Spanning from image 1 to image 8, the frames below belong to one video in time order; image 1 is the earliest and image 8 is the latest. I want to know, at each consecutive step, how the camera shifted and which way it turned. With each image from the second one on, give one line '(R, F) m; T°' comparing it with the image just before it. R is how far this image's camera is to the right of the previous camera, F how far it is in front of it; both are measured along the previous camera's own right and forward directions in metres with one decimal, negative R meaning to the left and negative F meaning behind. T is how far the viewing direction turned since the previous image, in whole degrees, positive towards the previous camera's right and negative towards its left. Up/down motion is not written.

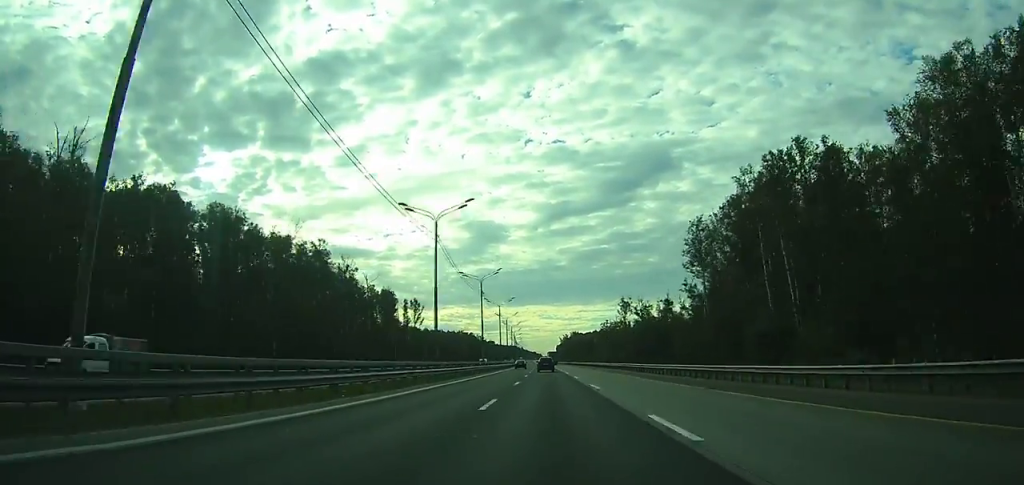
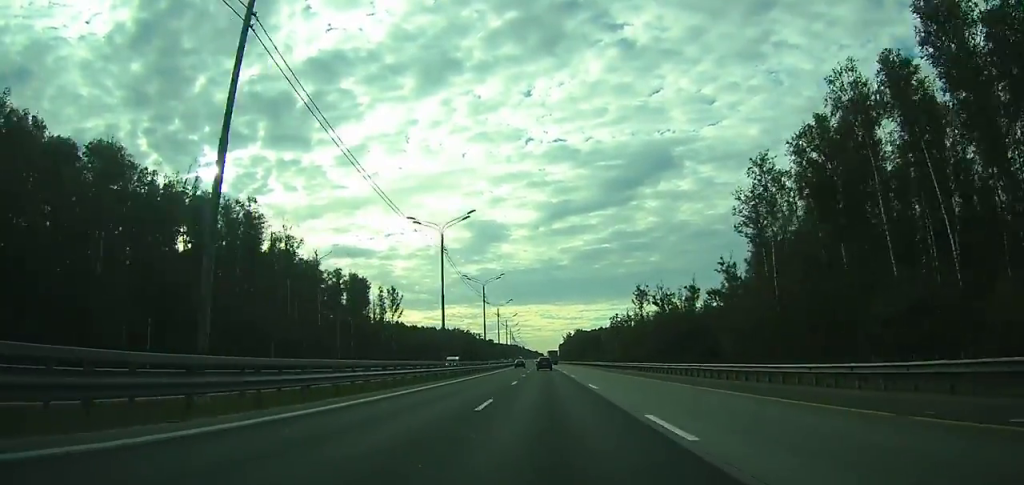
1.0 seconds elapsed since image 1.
(-0.1, +31.0) m; 0°
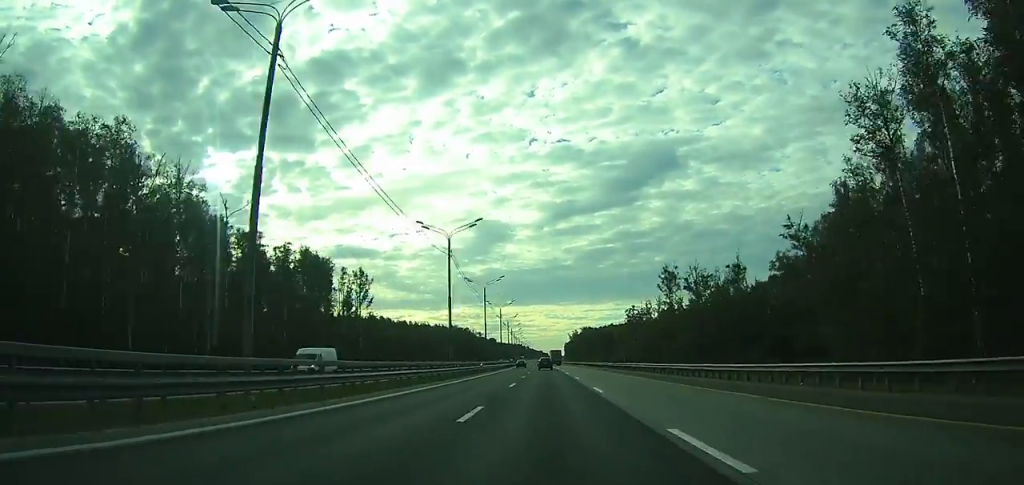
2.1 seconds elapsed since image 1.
(-0.1, +33.1) m; 0°
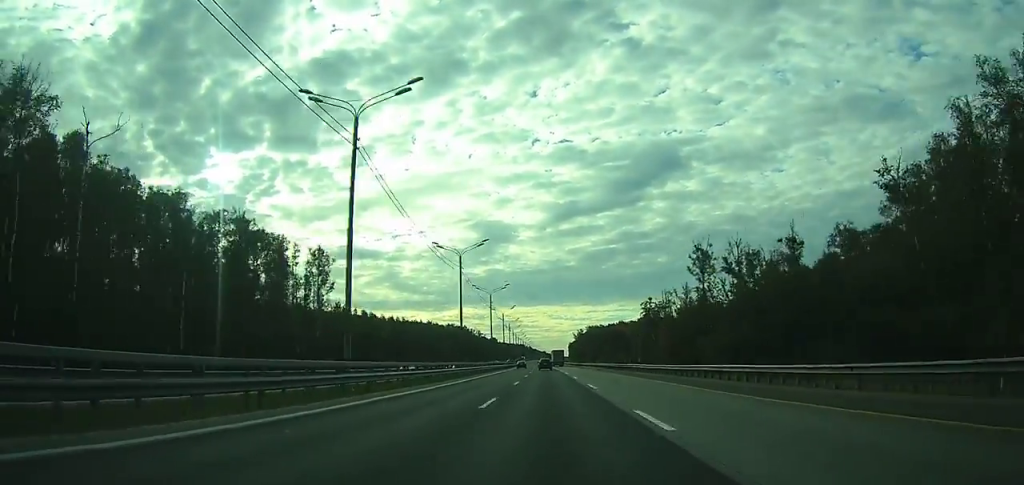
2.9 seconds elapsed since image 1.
(-0.1, +28.3) m; 0°
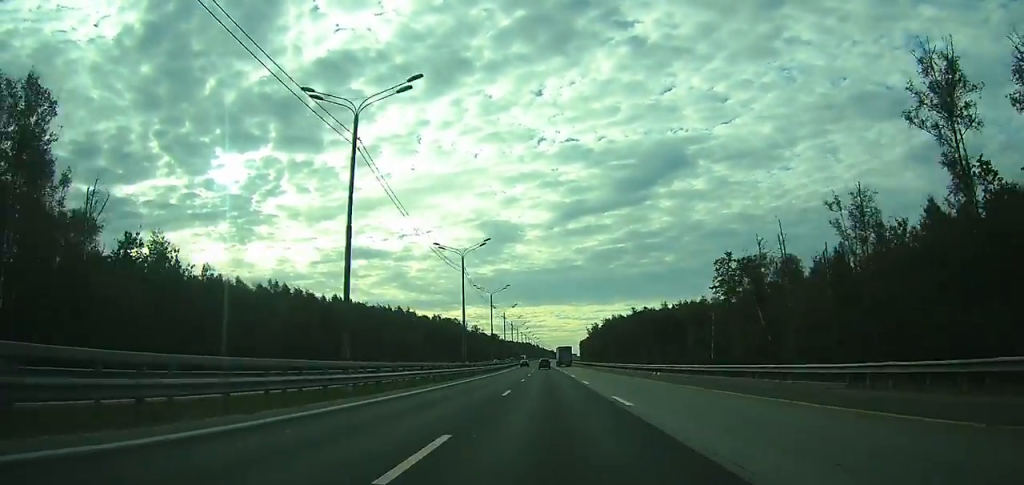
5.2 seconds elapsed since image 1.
(-0.4, +76.8) m; -1°
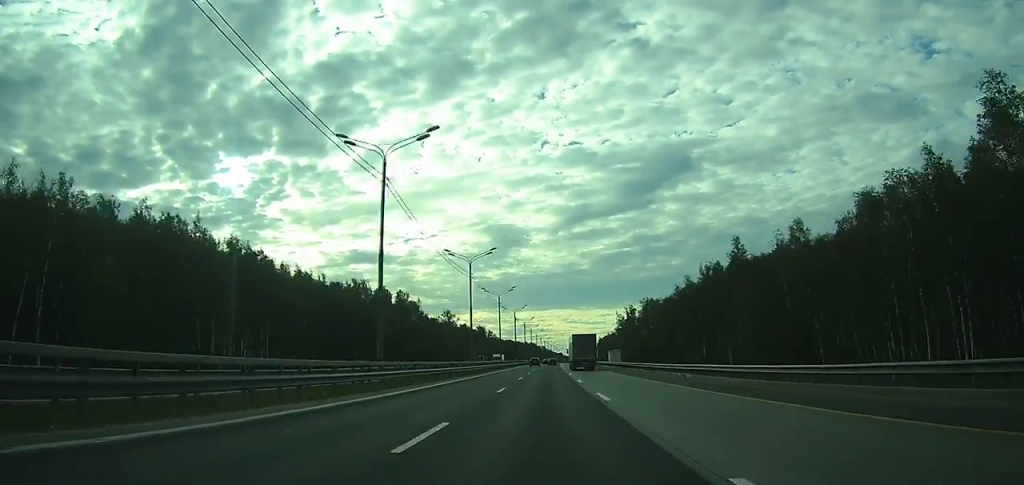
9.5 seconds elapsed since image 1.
(-1.0, +141.9) m; -1°
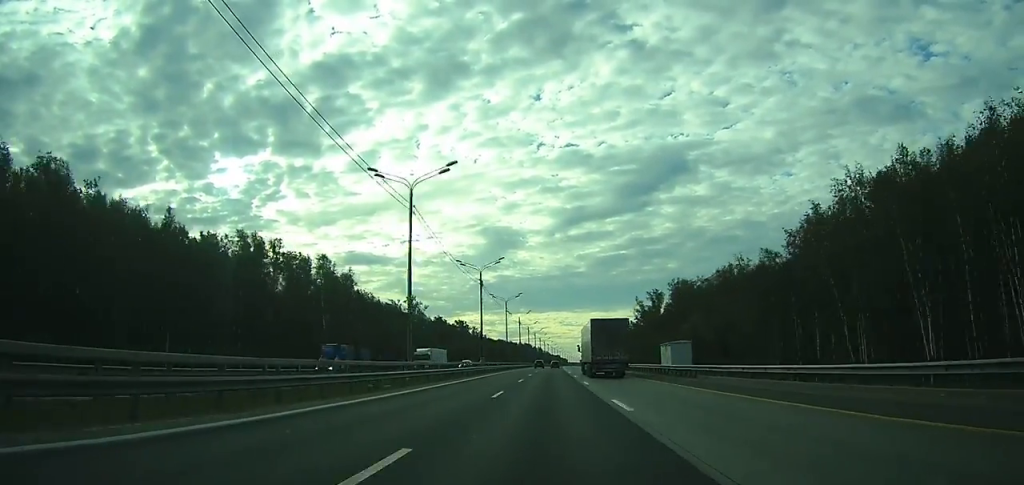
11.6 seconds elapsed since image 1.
(0.0, +64.6) m; 0°
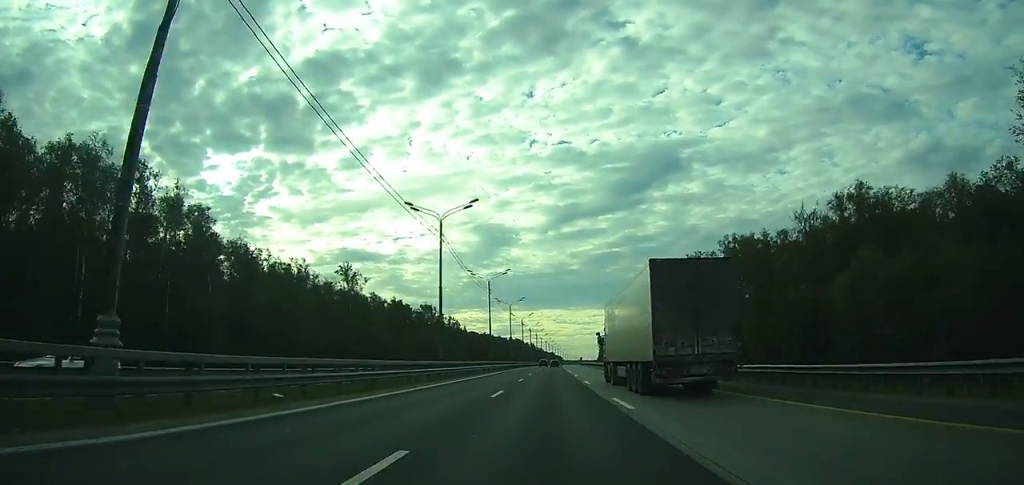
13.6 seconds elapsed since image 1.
(+0.2, +65.0) m; 0°
